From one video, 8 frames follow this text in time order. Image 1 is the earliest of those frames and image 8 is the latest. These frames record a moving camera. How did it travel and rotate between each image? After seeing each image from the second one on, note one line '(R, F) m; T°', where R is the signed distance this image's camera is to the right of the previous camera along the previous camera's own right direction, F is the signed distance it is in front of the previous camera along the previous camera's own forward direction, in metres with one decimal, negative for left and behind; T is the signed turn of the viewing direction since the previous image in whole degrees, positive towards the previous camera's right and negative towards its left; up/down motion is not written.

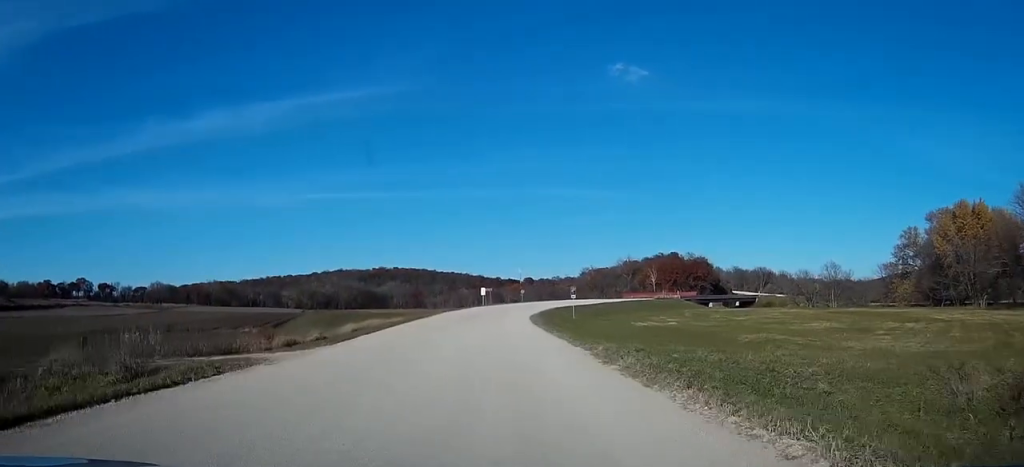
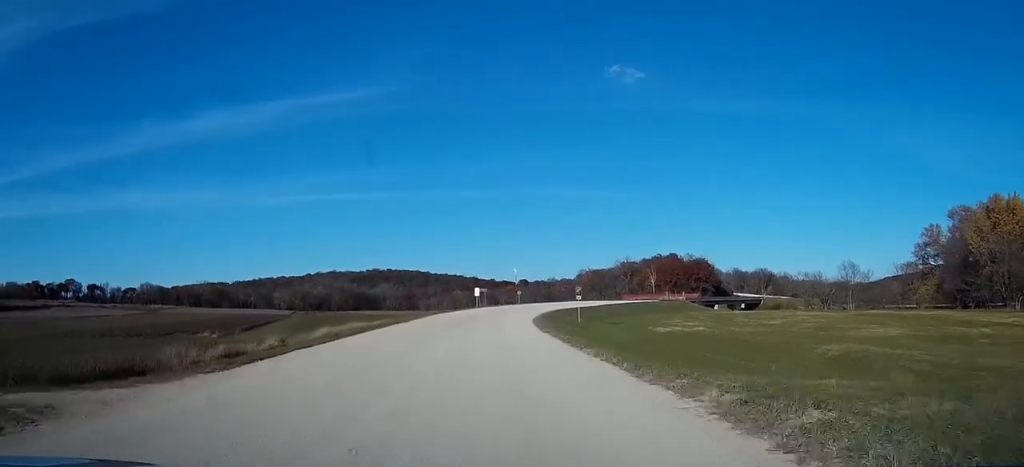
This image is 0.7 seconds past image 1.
(0.0, +11.0) m; +1°
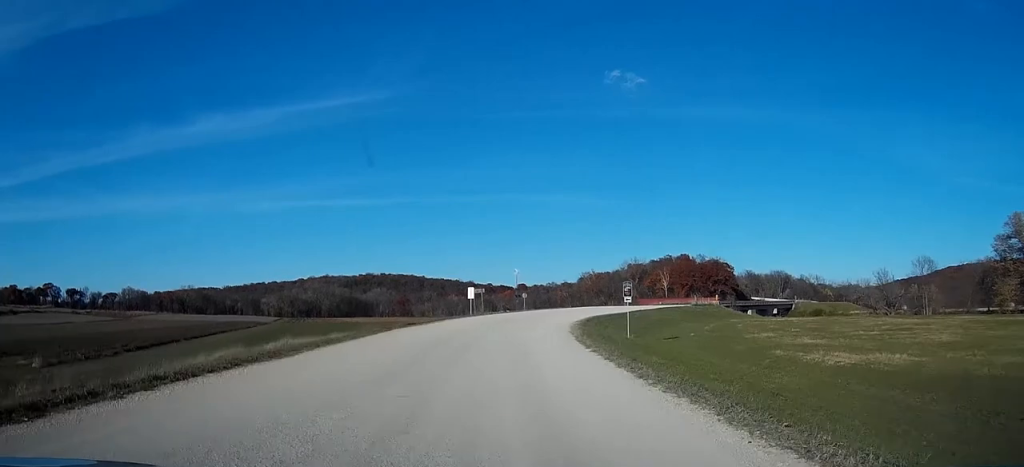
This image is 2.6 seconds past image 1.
(+0.6, +30.5) m; +2°
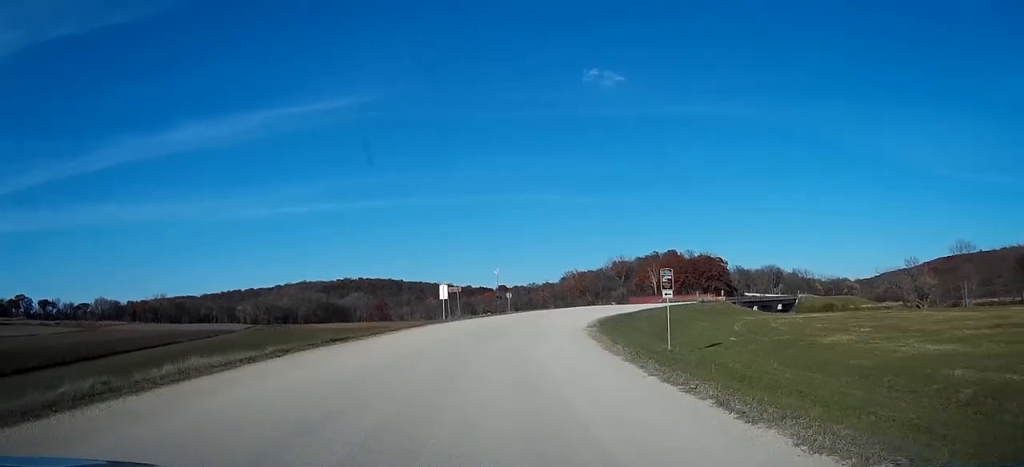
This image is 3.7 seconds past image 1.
(+0.2, +17.4) m; +2°
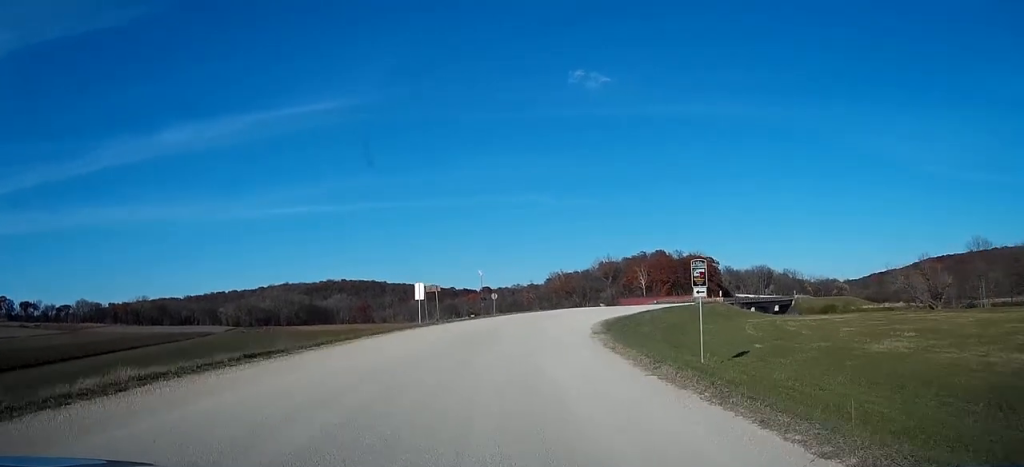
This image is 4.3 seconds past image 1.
(0.0, +8.4) m; +1°
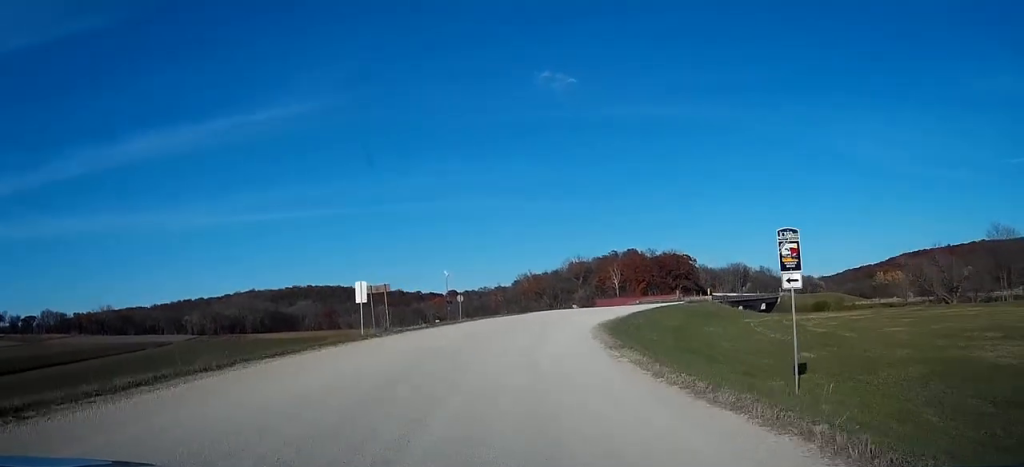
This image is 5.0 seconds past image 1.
(+0.3, +12.0) m; +3°
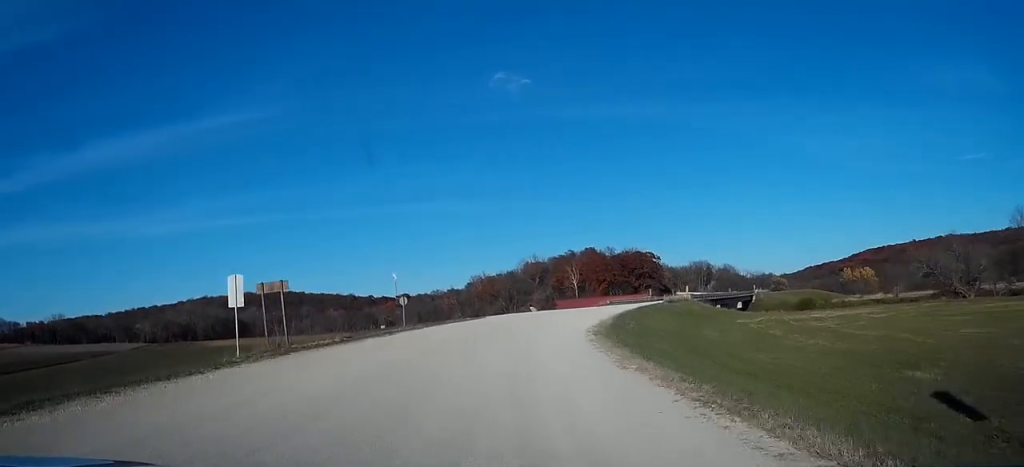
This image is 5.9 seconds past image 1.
(+0.4, +13.8) m; +4°
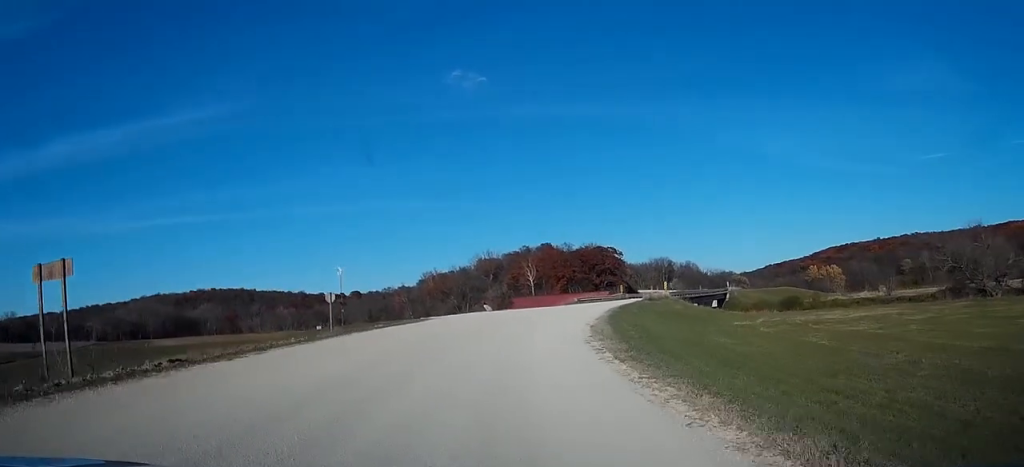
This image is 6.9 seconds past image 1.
(+0.5, +14.2) m; +4°
